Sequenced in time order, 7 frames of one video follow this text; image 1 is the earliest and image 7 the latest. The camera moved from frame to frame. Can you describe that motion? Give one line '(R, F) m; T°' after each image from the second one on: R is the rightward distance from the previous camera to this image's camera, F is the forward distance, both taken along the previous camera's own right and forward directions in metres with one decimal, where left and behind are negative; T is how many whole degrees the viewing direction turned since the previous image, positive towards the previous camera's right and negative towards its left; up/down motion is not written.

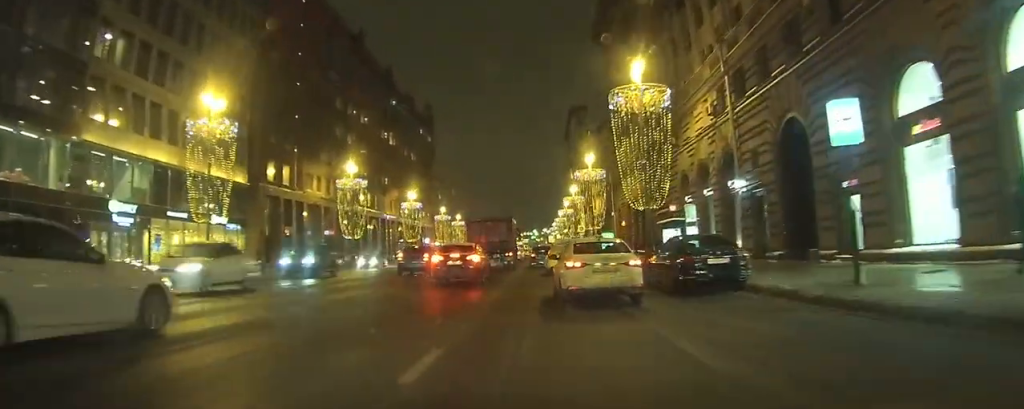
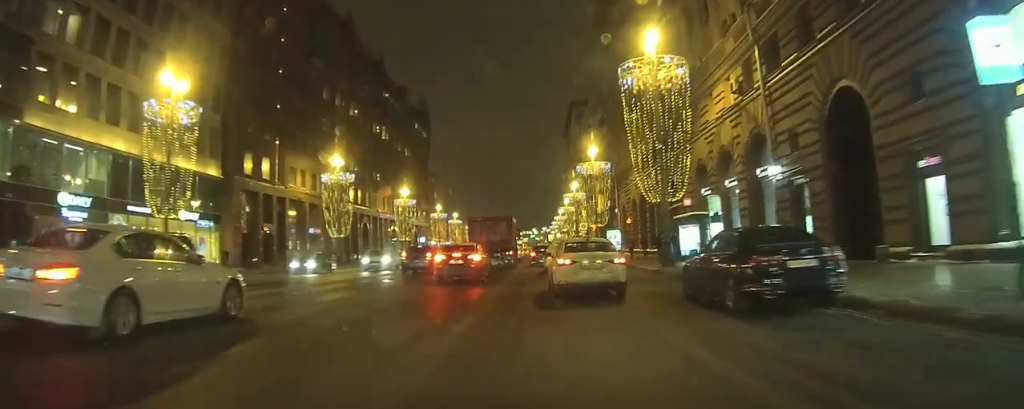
(0.0, +4.7) m; 0°
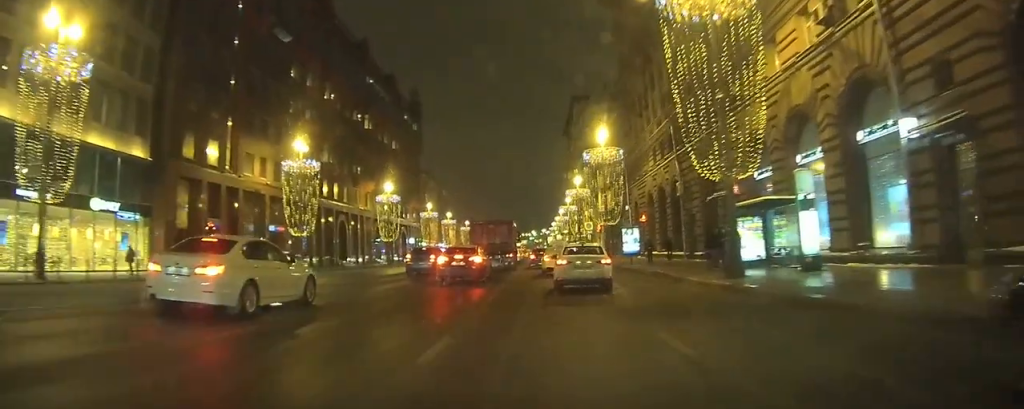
(-0.1, +10.1) m; -1°
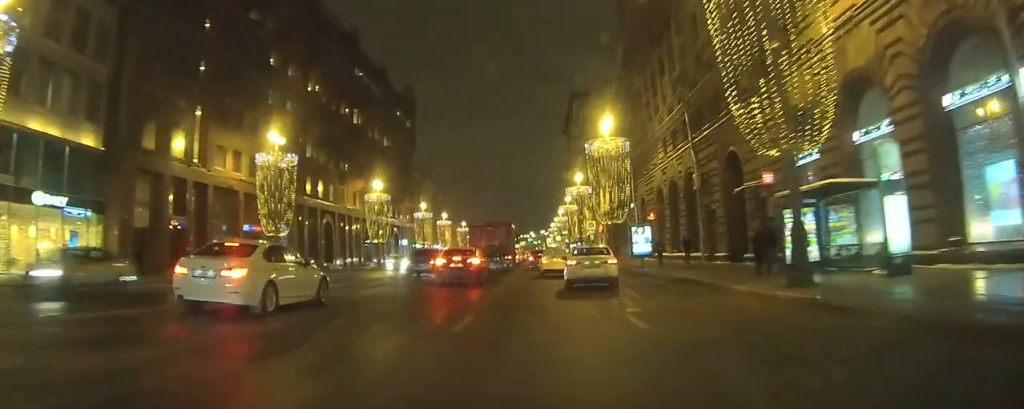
(+0.1, +5.0) m; -1°
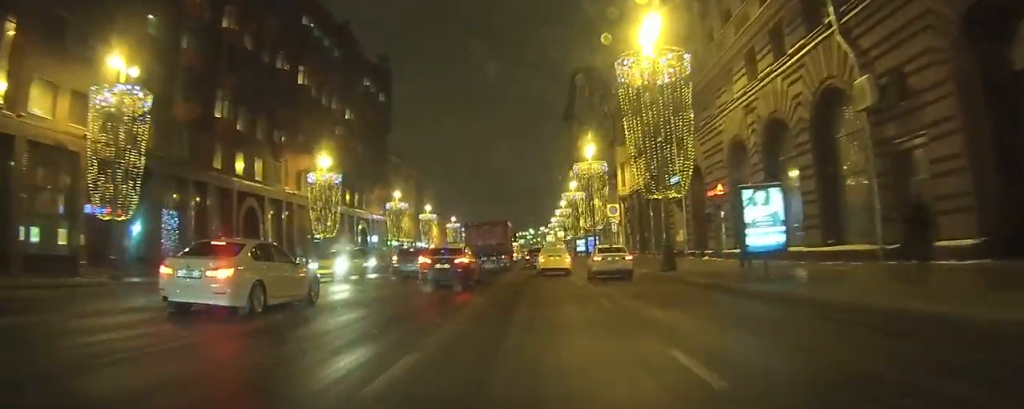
(+0.2, +20.0) m; +4°
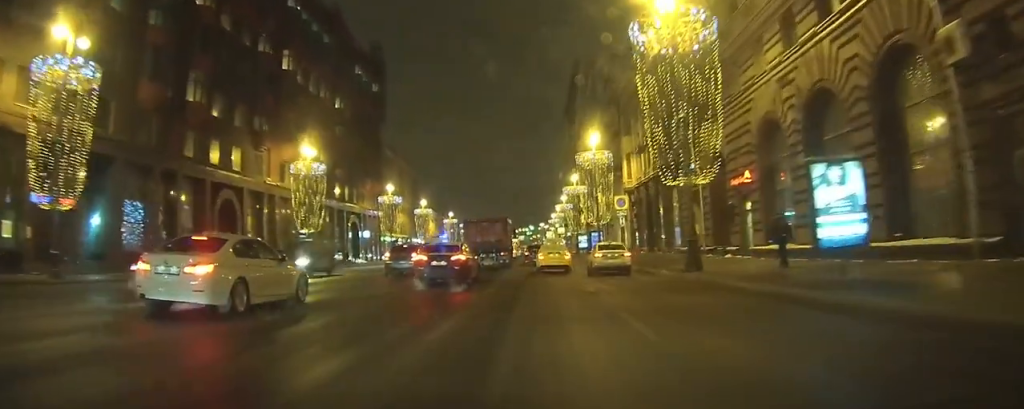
(+0.1, +4.4) m; 0°
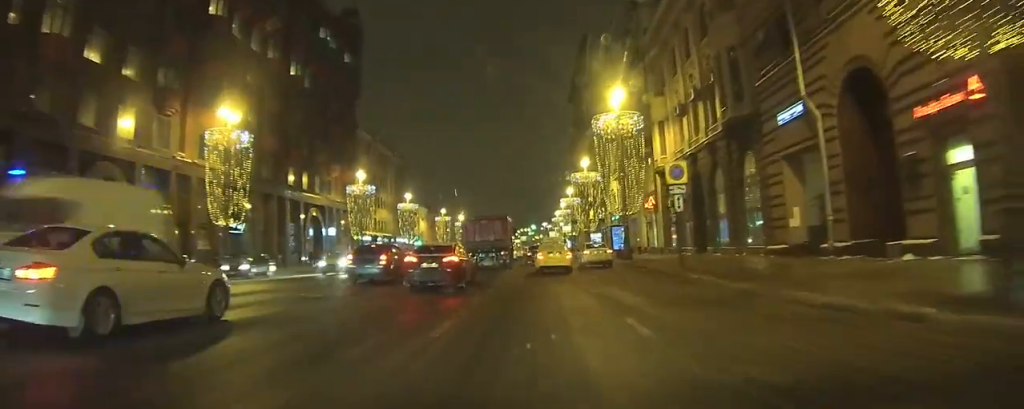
(0.0, +15.8) m; 0°
